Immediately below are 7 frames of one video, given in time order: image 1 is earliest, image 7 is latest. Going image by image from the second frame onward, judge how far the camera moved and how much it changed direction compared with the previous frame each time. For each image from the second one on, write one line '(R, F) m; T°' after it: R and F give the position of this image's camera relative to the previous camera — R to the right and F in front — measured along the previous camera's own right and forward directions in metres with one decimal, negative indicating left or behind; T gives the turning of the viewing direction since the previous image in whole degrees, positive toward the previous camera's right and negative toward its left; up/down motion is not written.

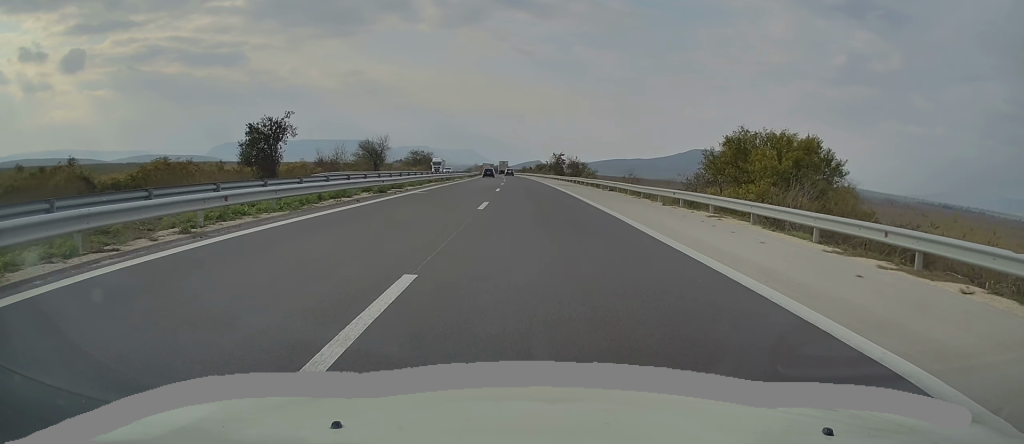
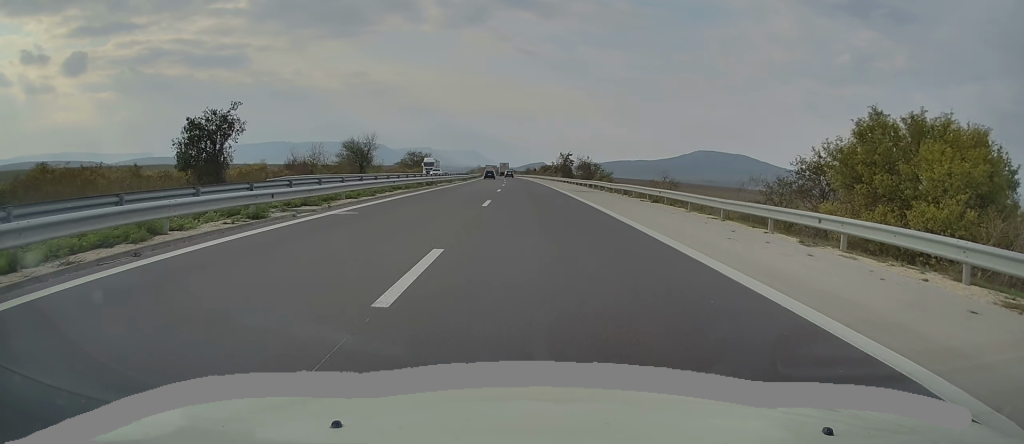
(0.0, +13.4) m; 0°
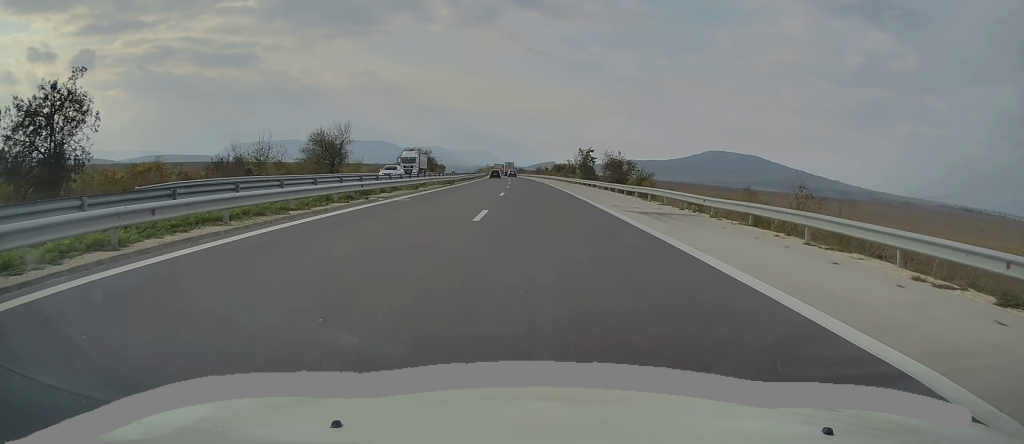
(+0.1, +22.0) m; -1°
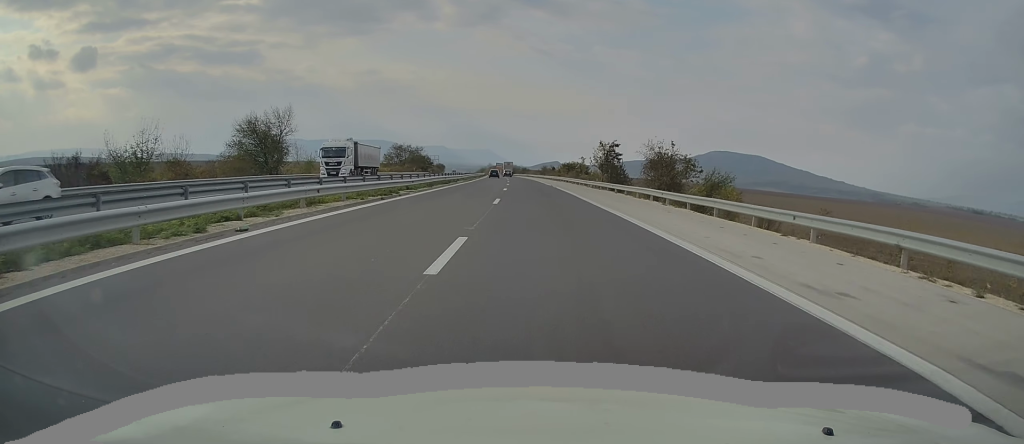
(-0.4, +23.7) m; -1°
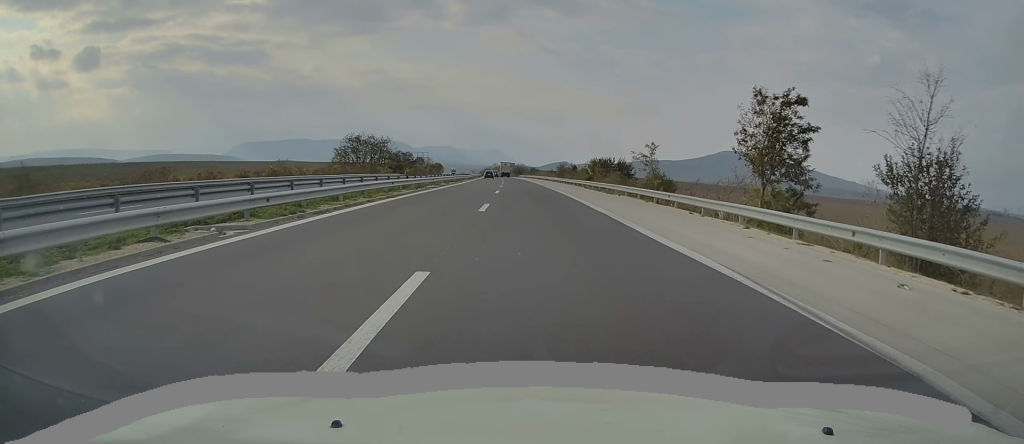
(-0.2, +51.2) m; -1°
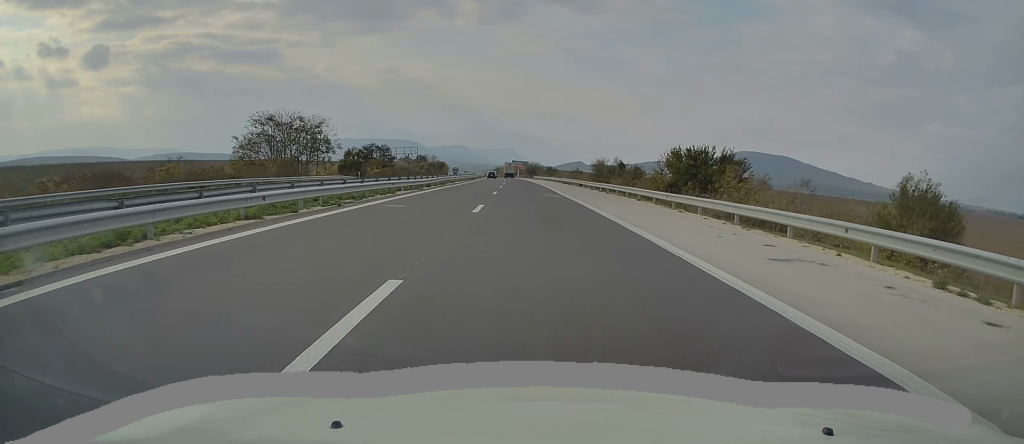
(-0.7, +47.6) m; -1°
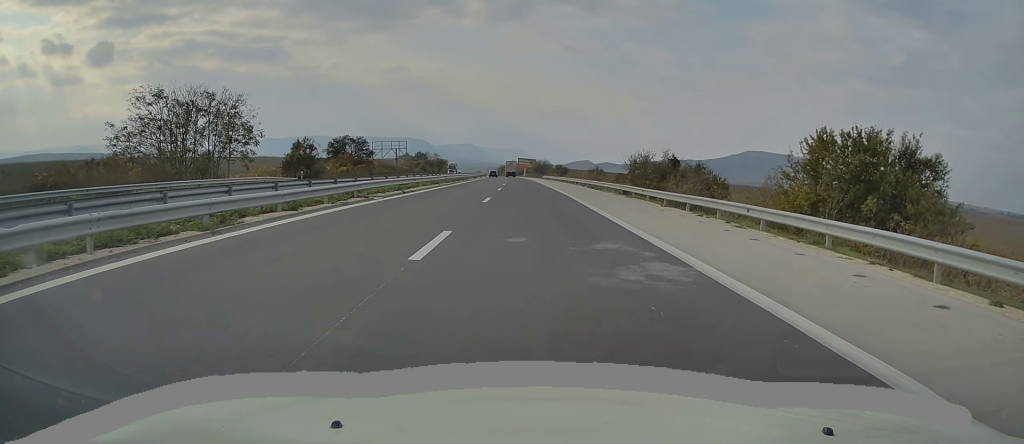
(-0.1, +25.9) m; 0°
